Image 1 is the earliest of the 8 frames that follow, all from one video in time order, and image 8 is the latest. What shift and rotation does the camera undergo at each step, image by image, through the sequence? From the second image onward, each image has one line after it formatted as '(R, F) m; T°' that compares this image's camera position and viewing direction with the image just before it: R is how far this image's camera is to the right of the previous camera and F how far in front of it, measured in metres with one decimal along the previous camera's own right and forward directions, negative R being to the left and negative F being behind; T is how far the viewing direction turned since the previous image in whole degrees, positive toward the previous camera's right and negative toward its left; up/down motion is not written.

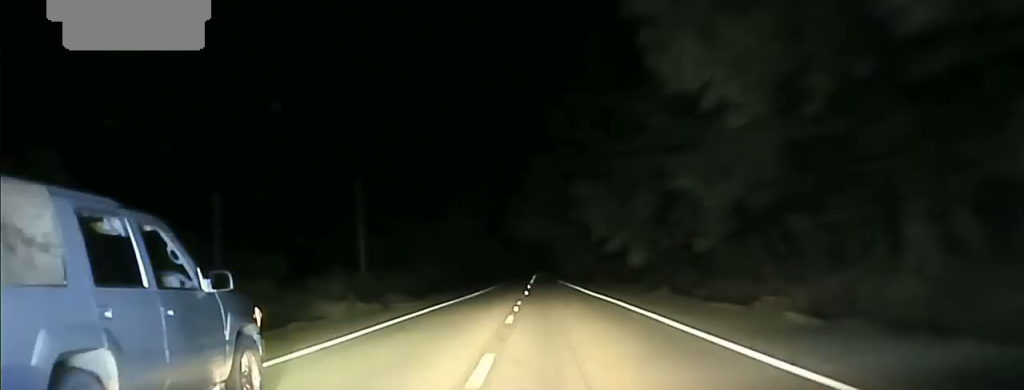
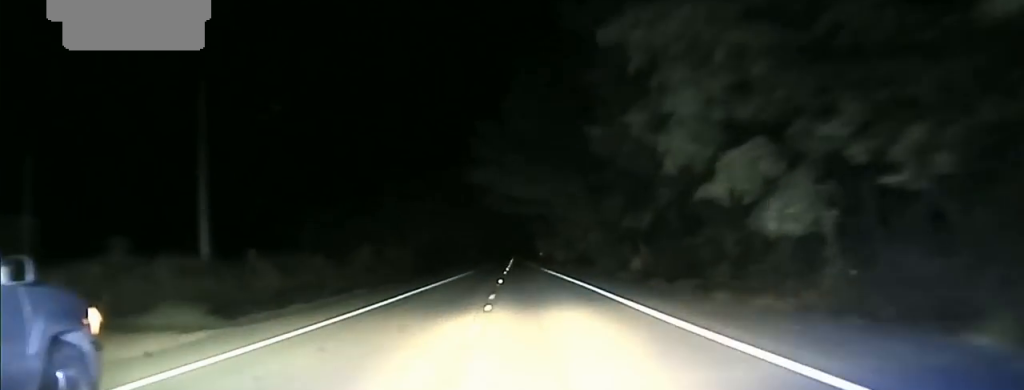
(-0.1, +24.5) m; 0°
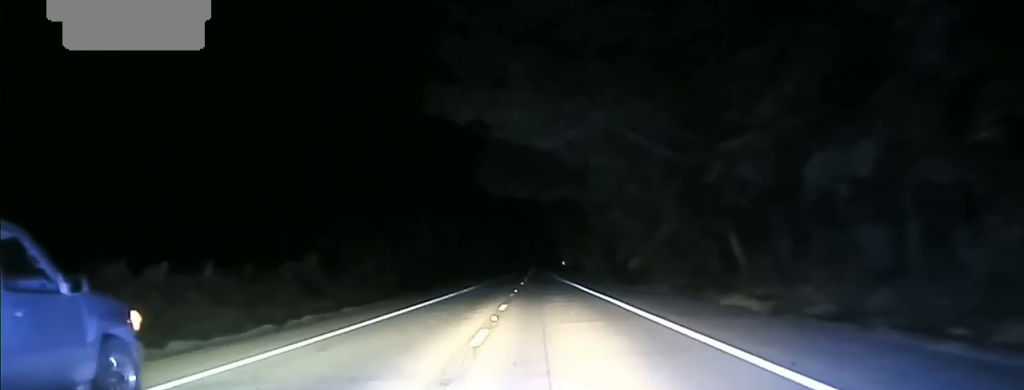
(+0.2, +23.9) m; 0°
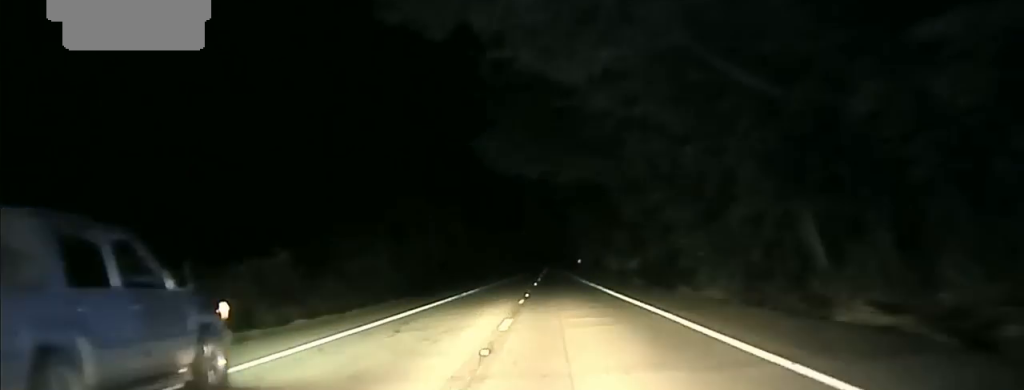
(-0.1, +7.3) m; 0°
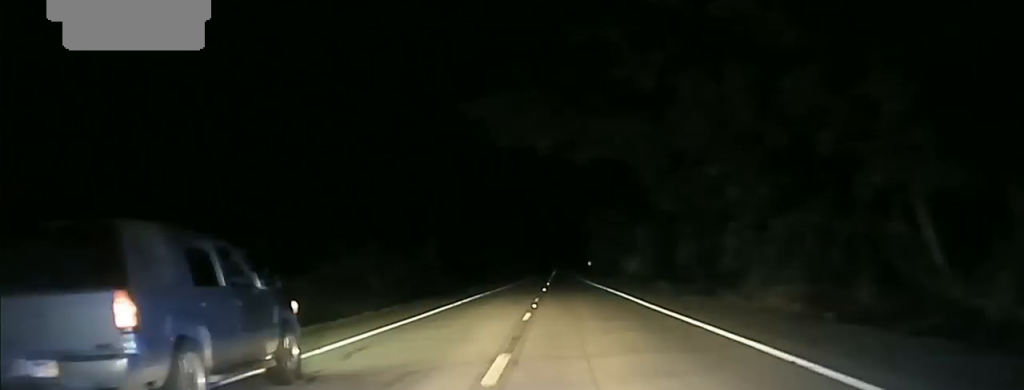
(-0.2, +7.3) m; 0°
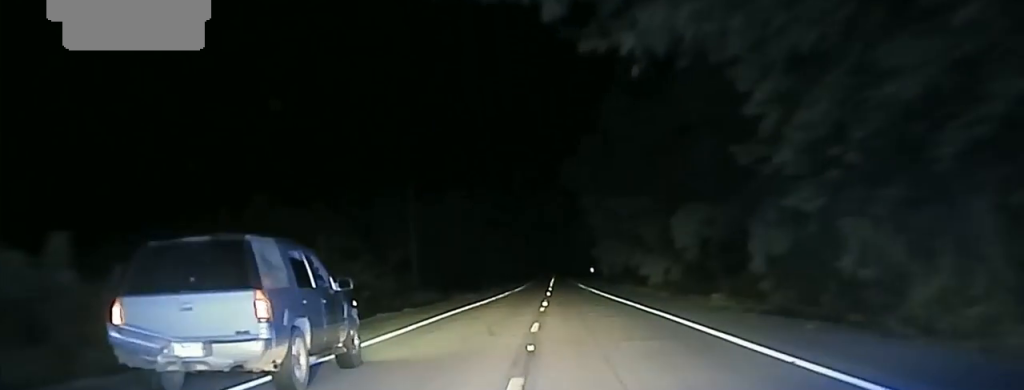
(+0.1, +12.8) m; 0°
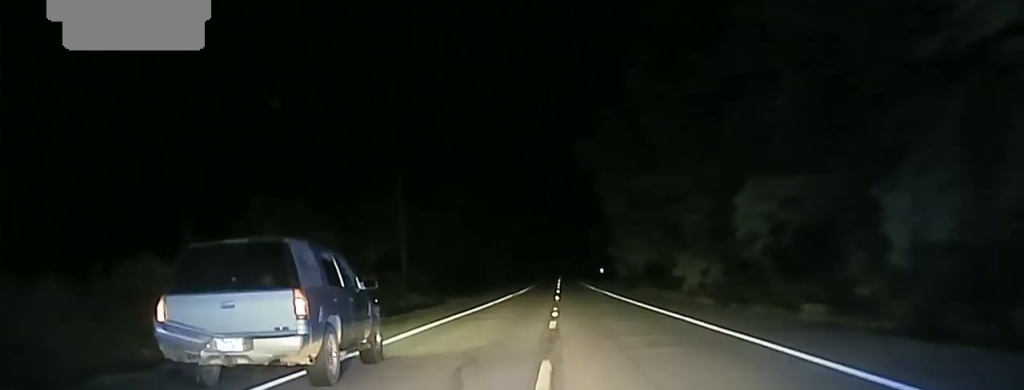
(+0.1, +8.7) m; 0°
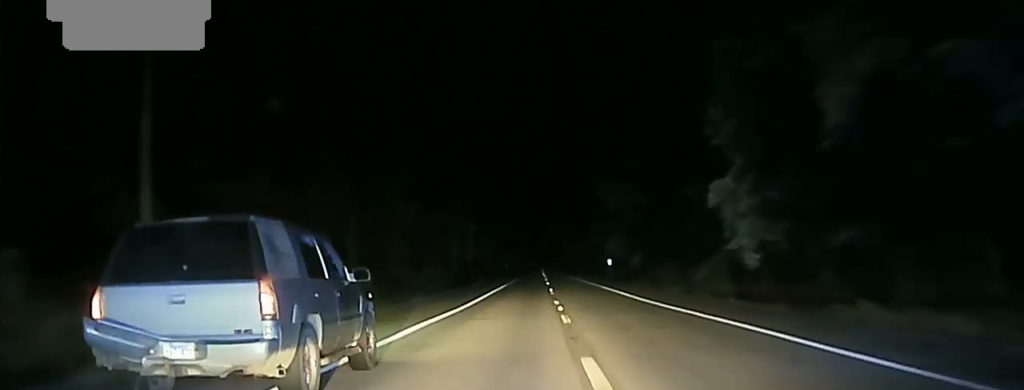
(+0.6, +45.3) m; +1°
